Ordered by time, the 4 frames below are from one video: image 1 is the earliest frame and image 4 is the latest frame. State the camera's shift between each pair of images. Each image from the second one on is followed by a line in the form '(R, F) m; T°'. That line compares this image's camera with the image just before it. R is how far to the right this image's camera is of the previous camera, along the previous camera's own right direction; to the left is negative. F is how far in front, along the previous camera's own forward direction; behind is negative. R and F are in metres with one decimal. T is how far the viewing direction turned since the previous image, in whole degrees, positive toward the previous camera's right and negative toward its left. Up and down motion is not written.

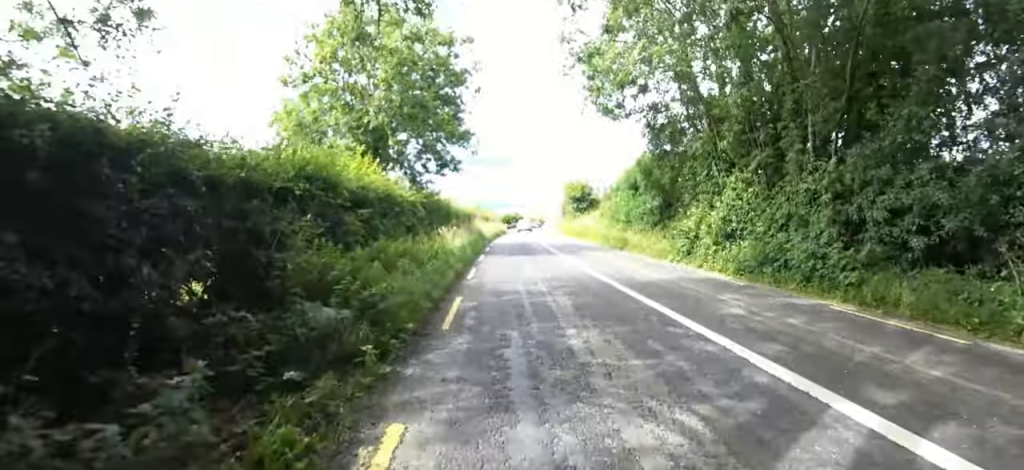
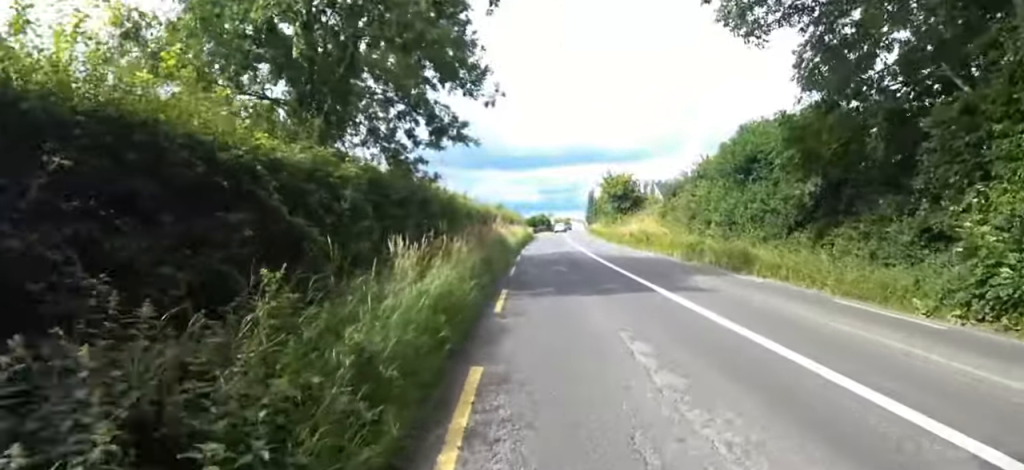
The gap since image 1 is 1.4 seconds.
(+0.5, +7.1) m; +7°
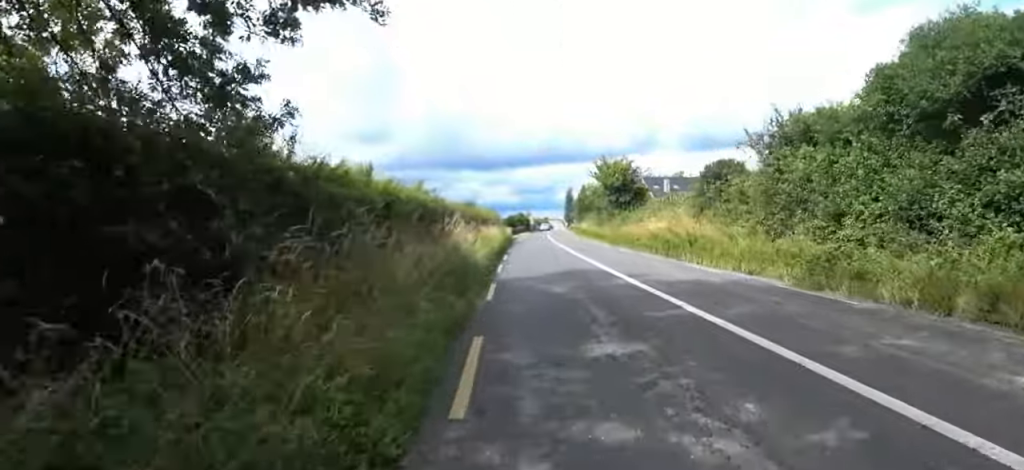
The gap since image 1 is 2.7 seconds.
(+0.3, +7.7) m; +10°
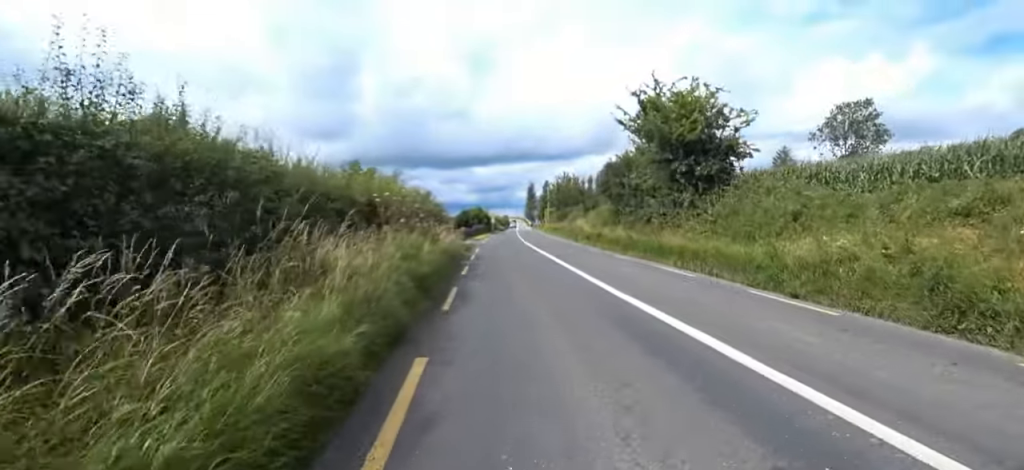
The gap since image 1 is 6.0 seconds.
(-1.6, +18.7) m; -9°
